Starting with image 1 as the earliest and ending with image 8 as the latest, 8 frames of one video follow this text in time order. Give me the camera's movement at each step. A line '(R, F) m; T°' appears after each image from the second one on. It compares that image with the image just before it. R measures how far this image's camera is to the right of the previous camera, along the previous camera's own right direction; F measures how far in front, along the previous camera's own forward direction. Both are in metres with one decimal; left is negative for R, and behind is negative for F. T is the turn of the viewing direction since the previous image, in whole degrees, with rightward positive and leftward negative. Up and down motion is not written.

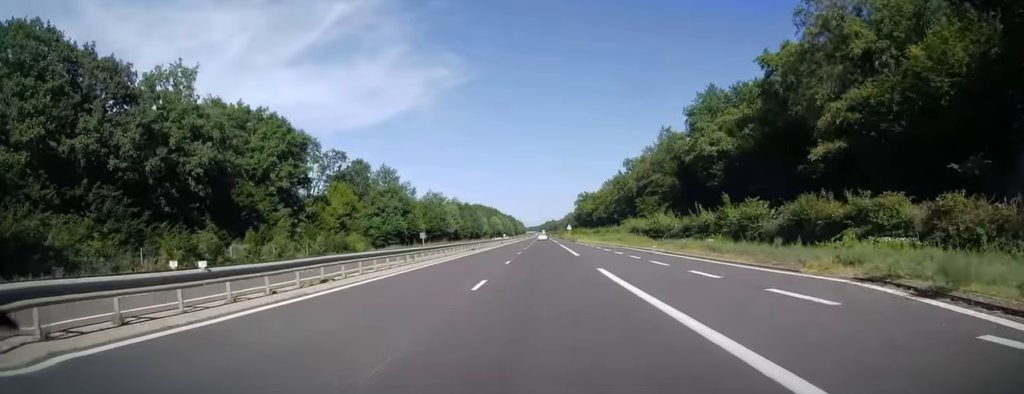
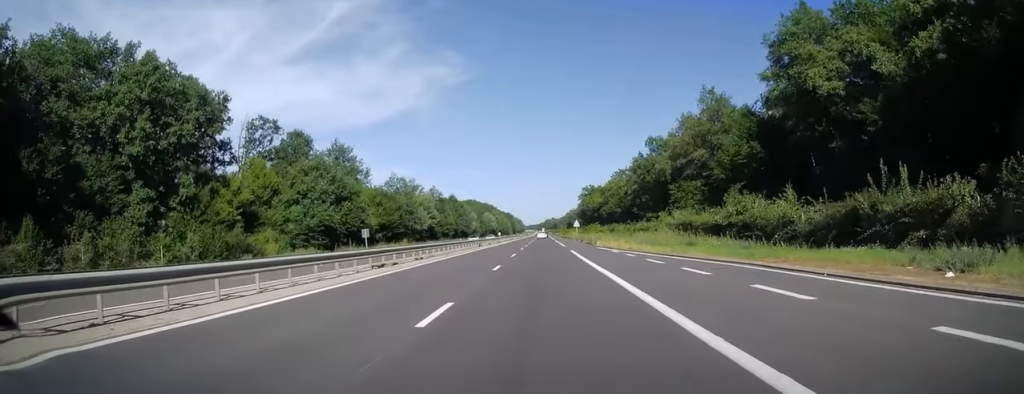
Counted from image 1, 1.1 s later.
(0.0, +32.4) m; 0°
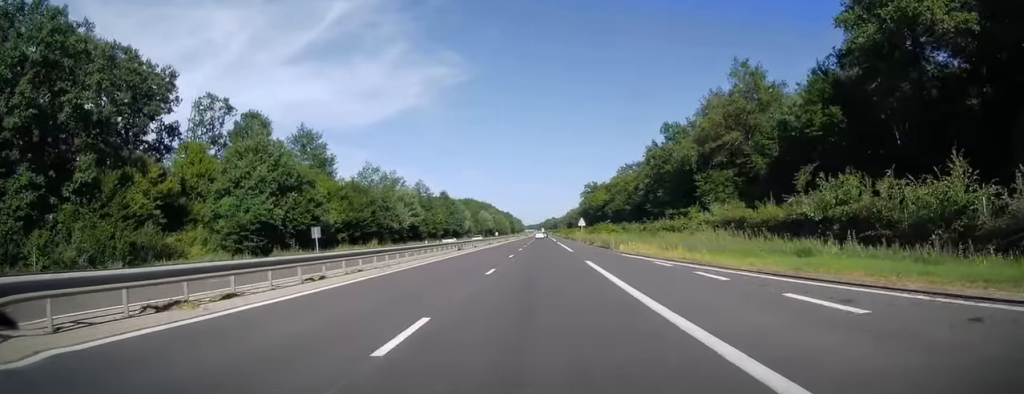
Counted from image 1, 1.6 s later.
(-0.1, +15.2) m; -1°
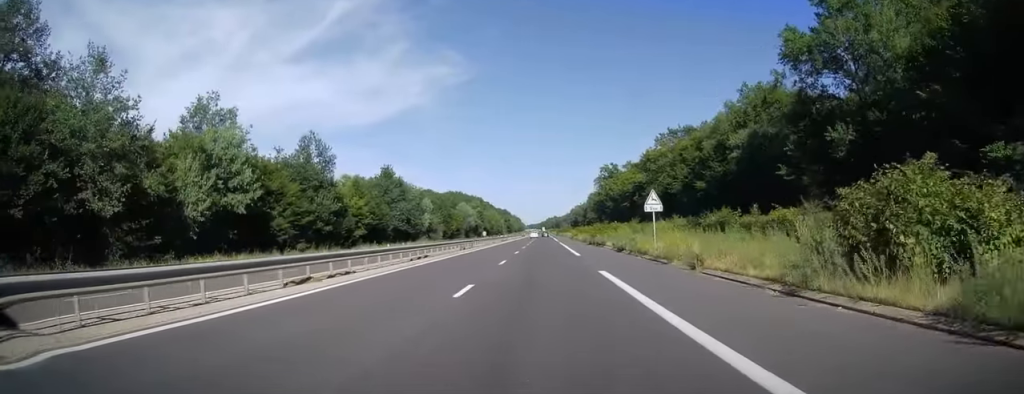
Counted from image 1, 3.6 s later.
(0.0, +59.2) m; 0°
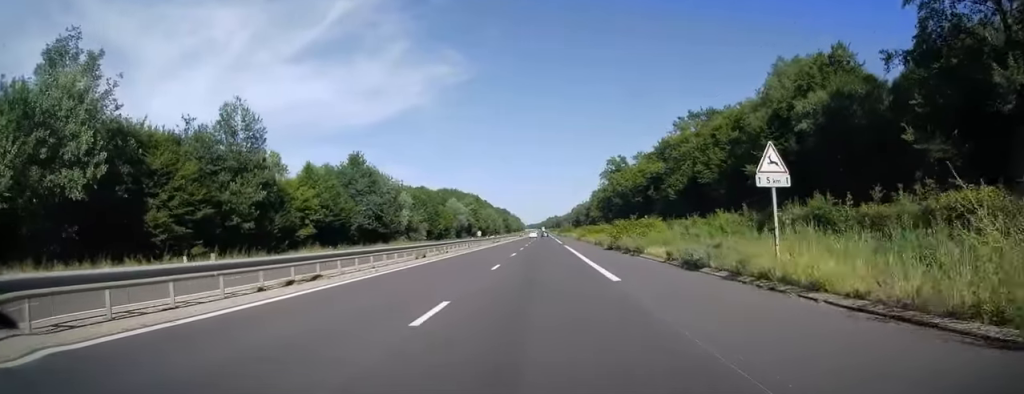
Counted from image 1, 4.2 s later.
(0.0, +17.1) m; 0°
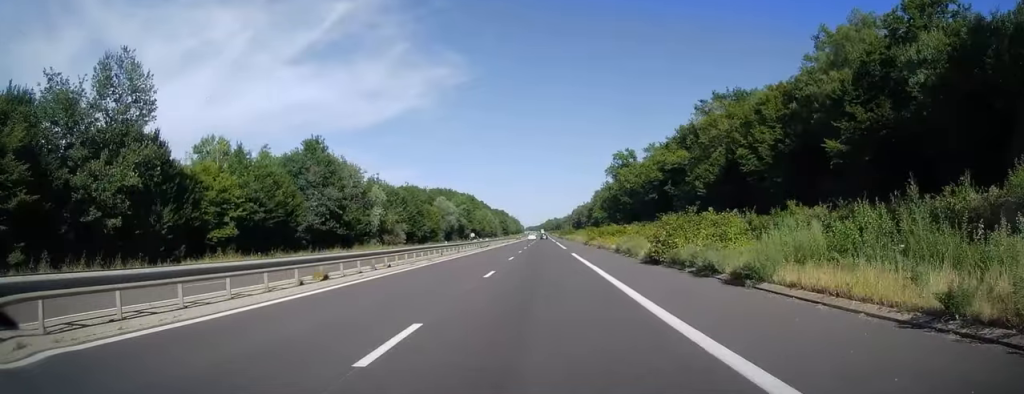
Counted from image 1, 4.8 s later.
(0.0, +15.7) m; 0°
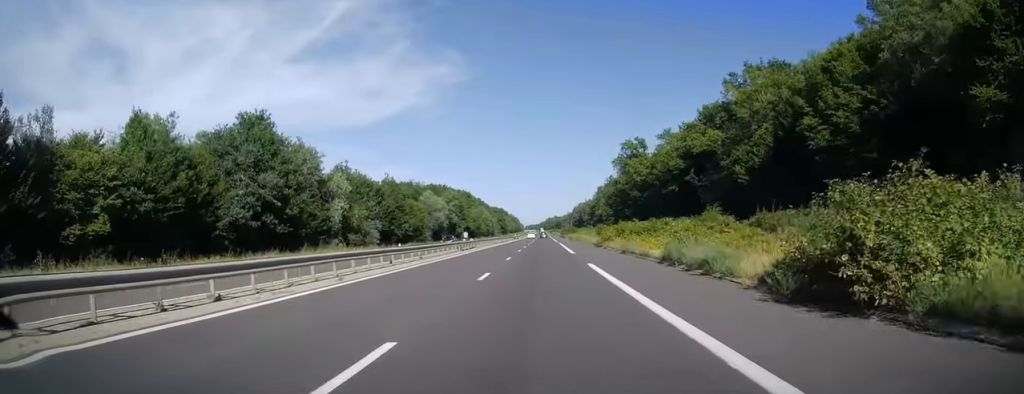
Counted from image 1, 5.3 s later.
(0.0, +14.7) m; 0°
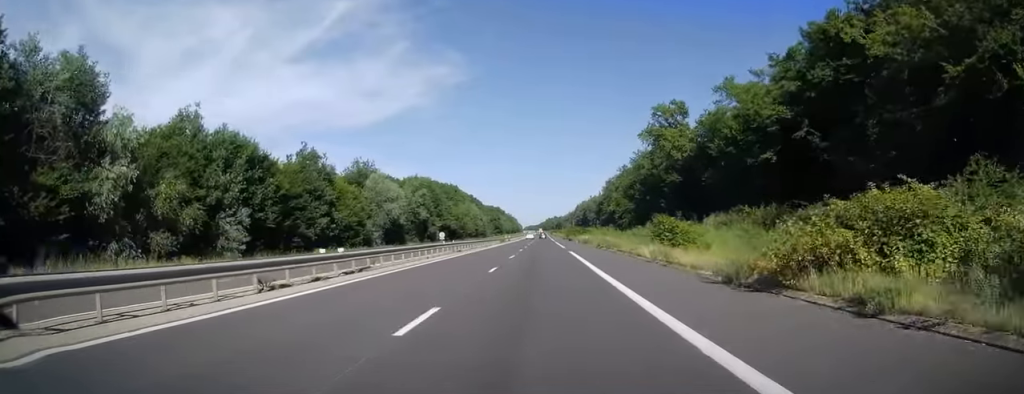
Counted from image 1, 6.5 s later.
(-0.4, +35.7) m; +1°
